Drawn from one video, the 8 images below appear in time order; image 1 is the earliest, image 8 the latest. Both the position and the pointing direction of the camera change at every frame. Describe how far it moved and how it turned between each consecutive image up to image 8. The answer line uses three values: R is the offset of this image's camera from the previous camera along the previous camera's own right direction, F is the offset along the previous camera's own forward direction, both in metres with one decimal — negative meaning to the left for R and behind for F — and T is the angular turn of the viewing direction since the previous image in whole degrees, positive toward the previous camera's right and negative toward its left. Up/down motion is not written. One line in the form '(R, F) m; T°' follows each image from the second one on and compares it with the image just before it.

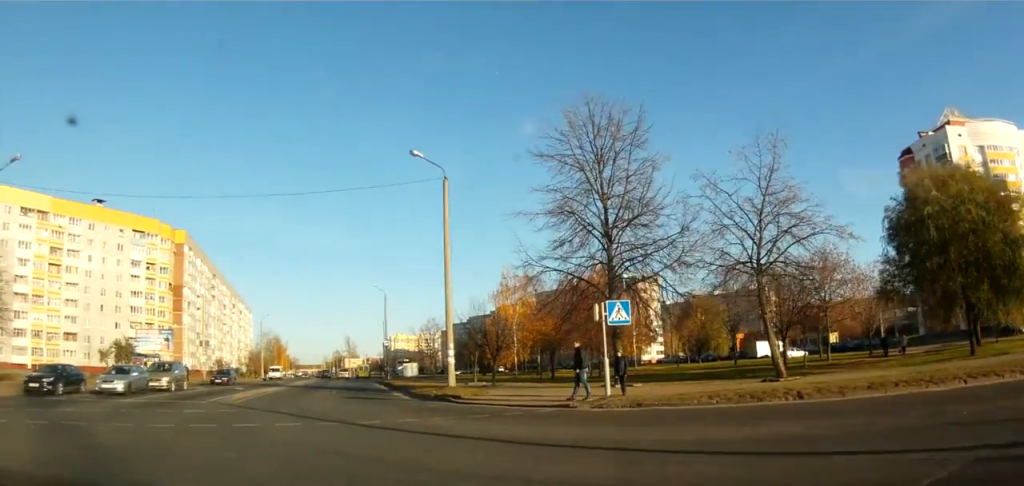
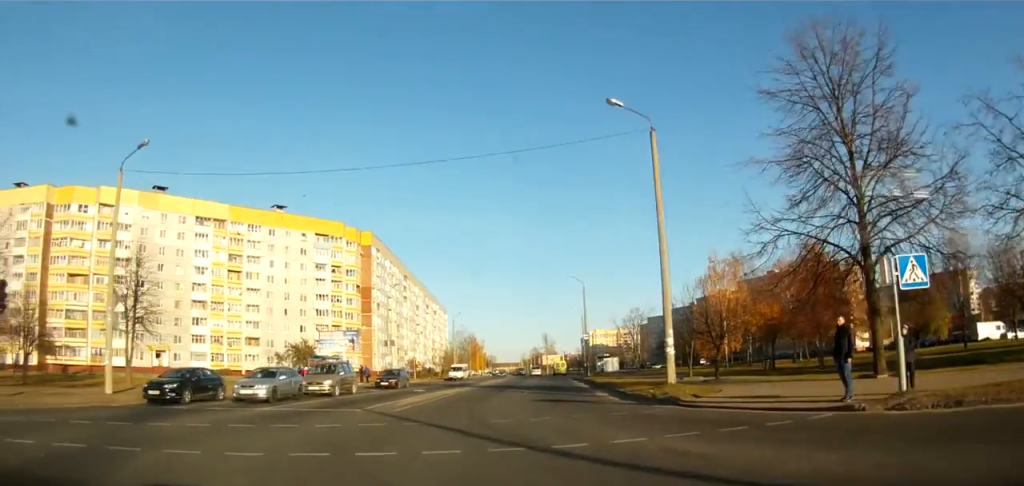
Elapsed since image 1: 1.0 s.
(-0.5, +5.2) m; -10°
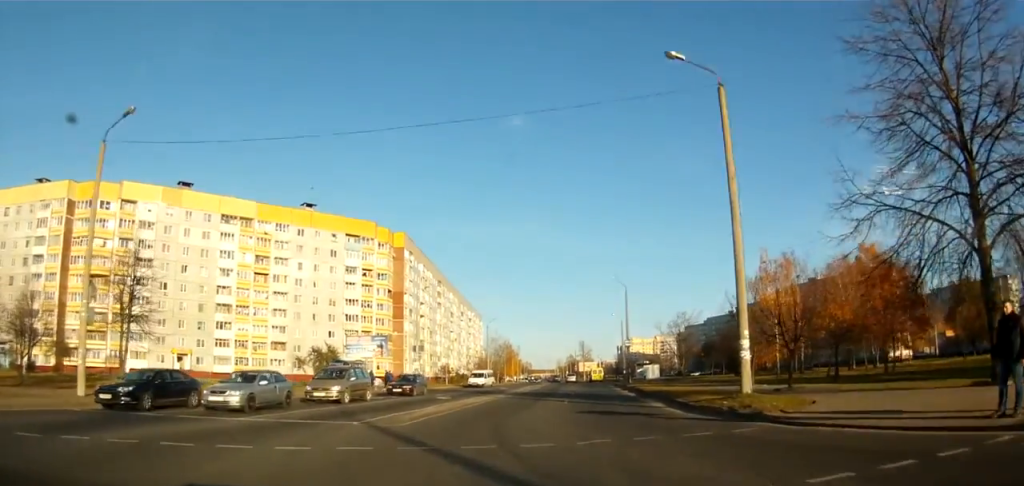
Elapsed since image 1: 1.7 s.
(-0.3, +4.2) m; -5°
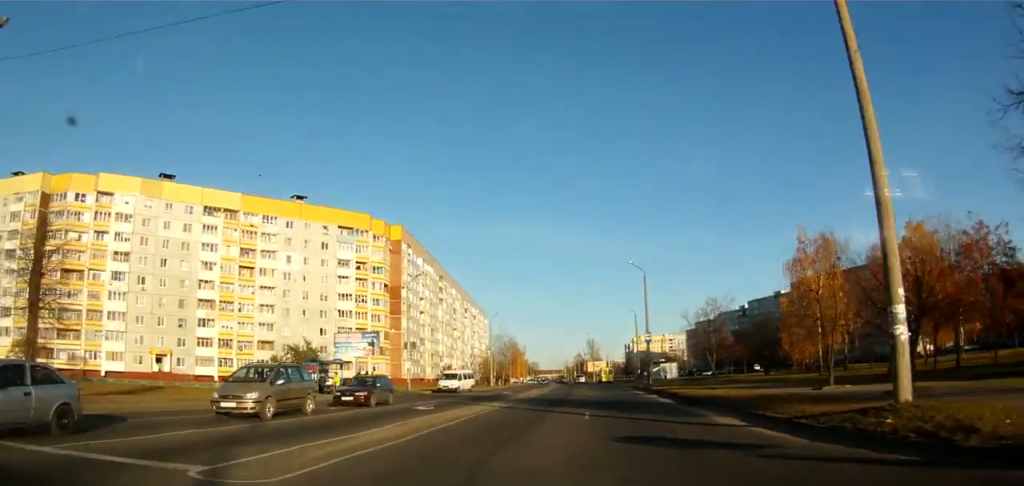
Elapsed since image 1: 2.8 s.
(-0.4, +7.2) m; -3°
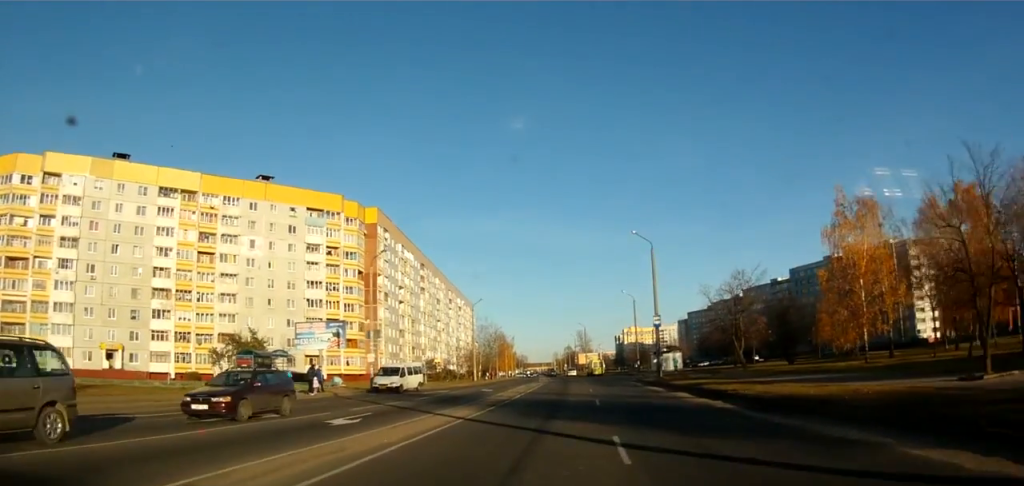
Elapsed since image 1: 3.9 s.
(+0.1, +9.2) m; +1°
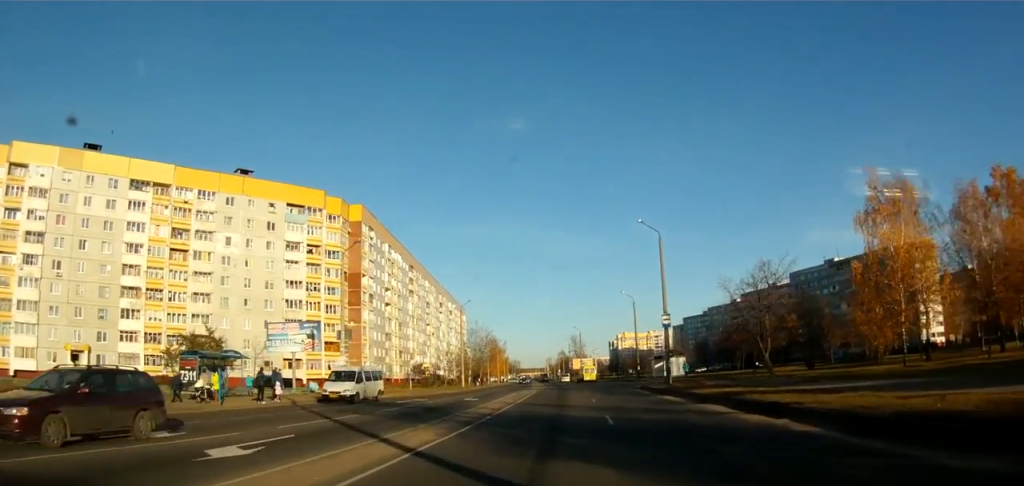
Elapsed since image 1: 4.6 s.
(0.0, +5.7) m; +2°
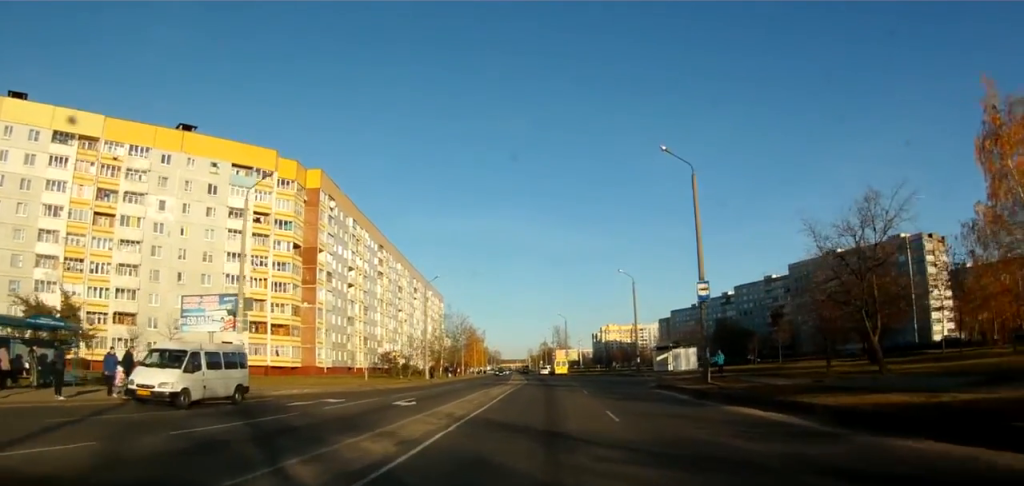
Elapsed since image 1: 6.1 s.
(+0.6, +13.2) m; +3°
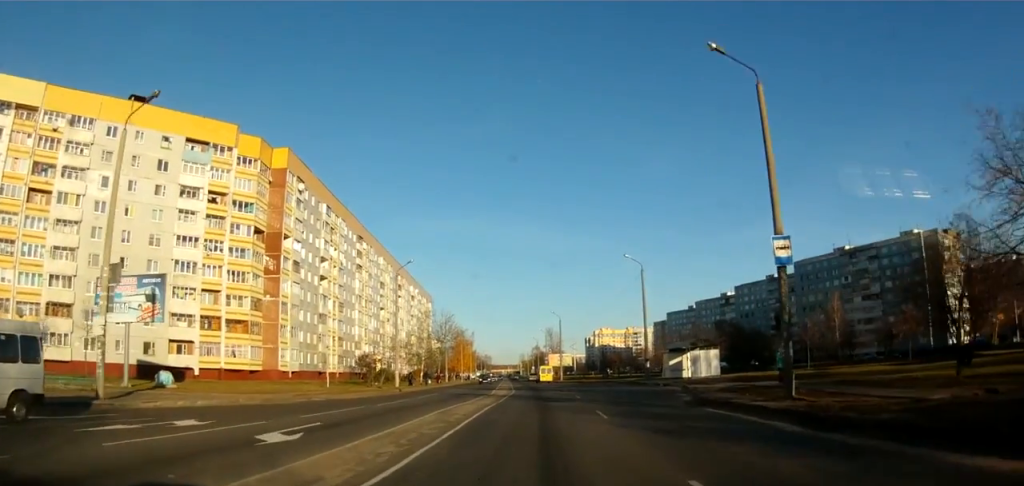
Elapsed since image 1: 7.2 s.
(-0.2, +10.1) m; +2°
